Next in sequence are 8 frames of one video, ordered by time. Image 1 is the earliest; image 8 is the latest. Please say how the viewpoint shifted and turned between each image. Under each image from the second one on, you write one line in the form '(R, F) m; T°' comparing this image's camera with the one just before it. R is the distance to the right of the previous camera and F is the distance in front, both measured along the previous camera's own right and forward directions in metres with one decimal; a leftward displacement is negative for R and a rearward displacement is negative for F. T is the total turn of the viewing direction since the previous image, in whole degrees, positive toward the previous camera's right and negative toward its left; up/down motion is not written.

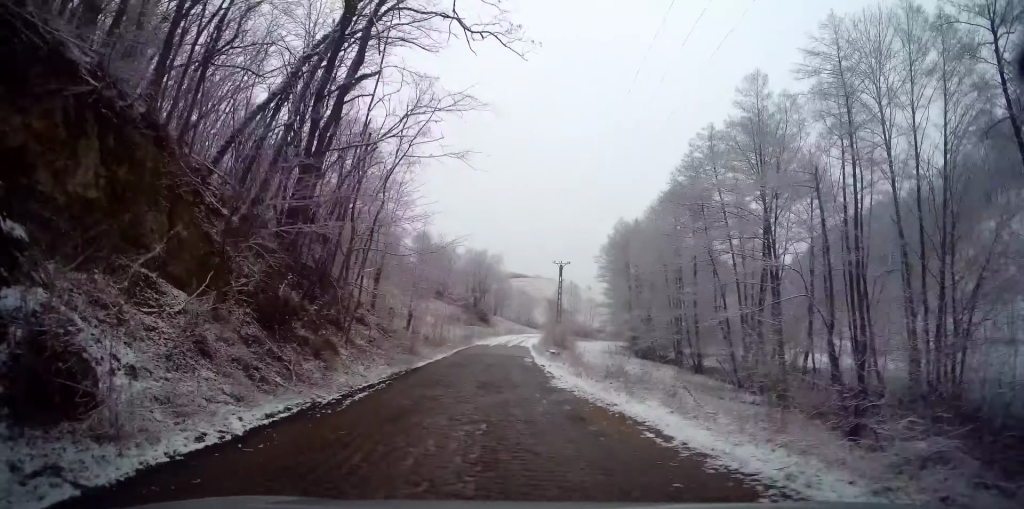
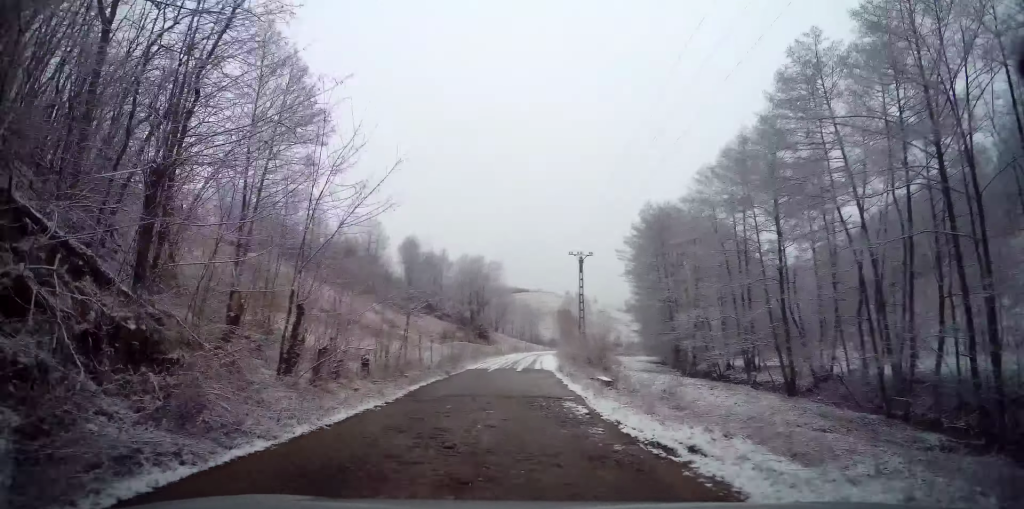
(-0.7, +16.7) m; -3°
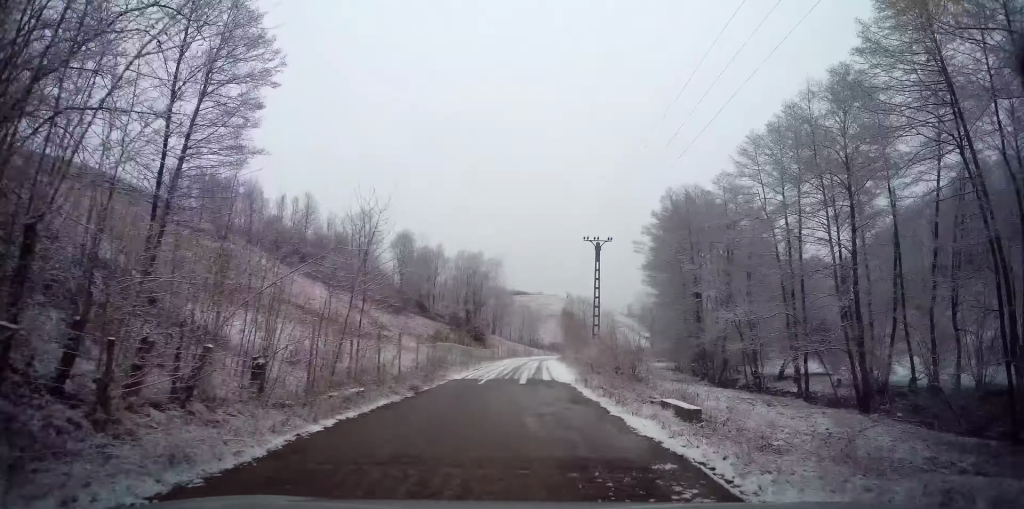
(0.0, +8.4) m; +1°
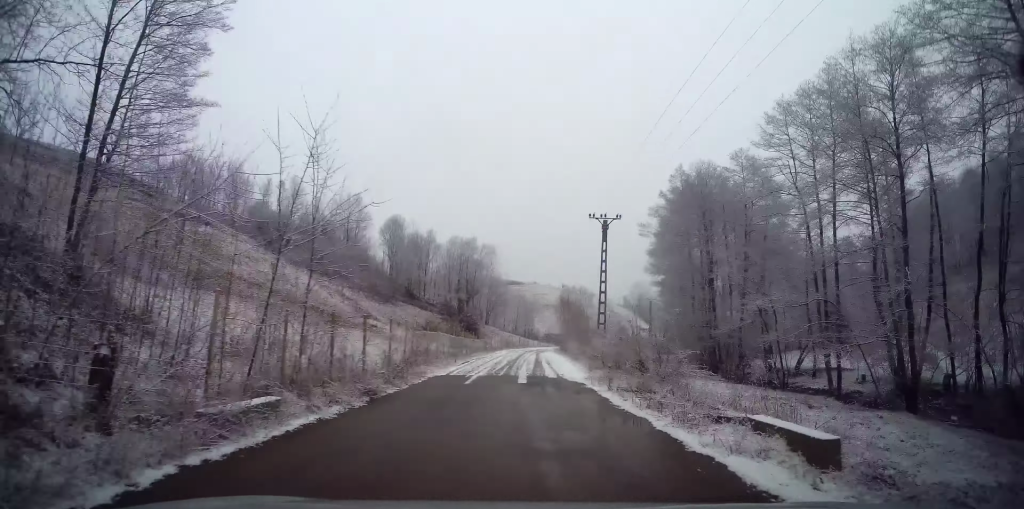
(+0.1, +4.6) m; +1°
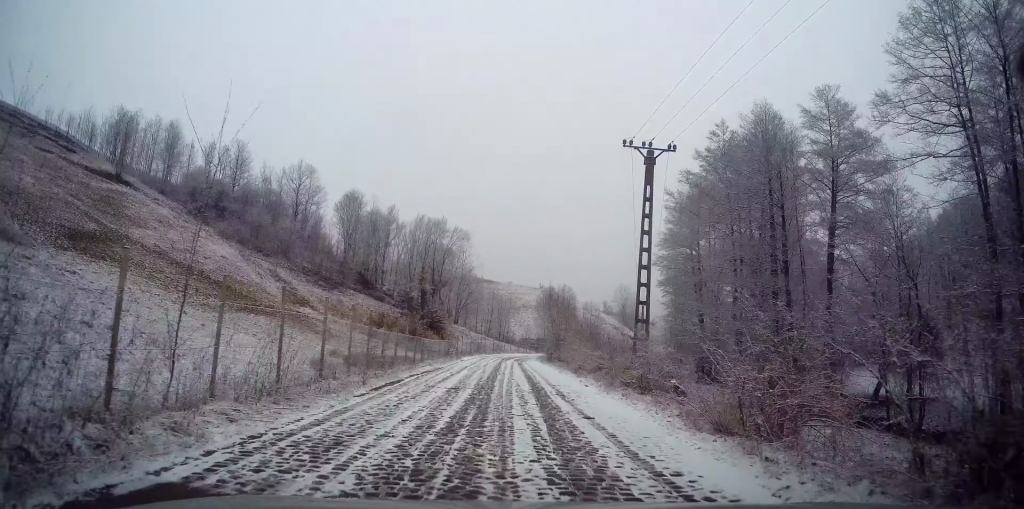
(+0.2, +15.4) m; +1°
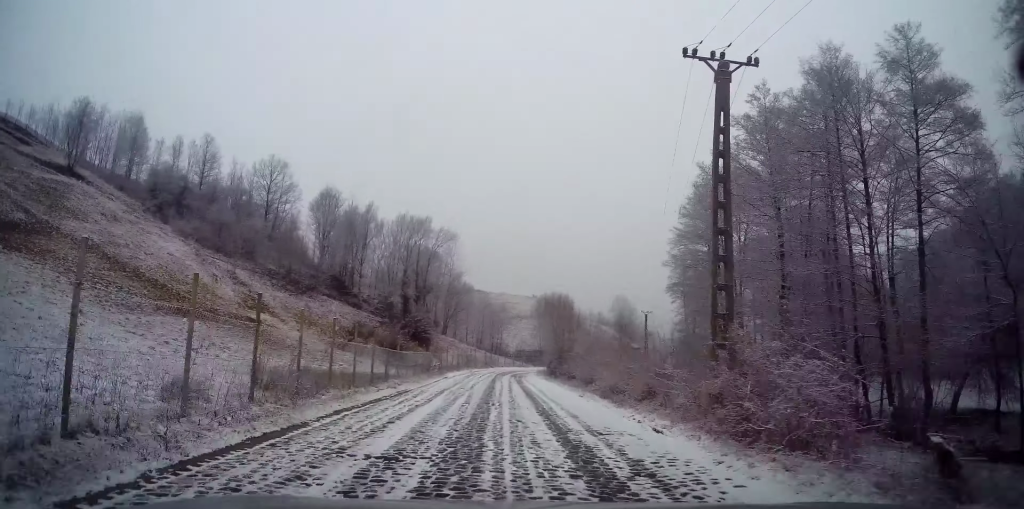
(0.0, +8.2) m; +2°
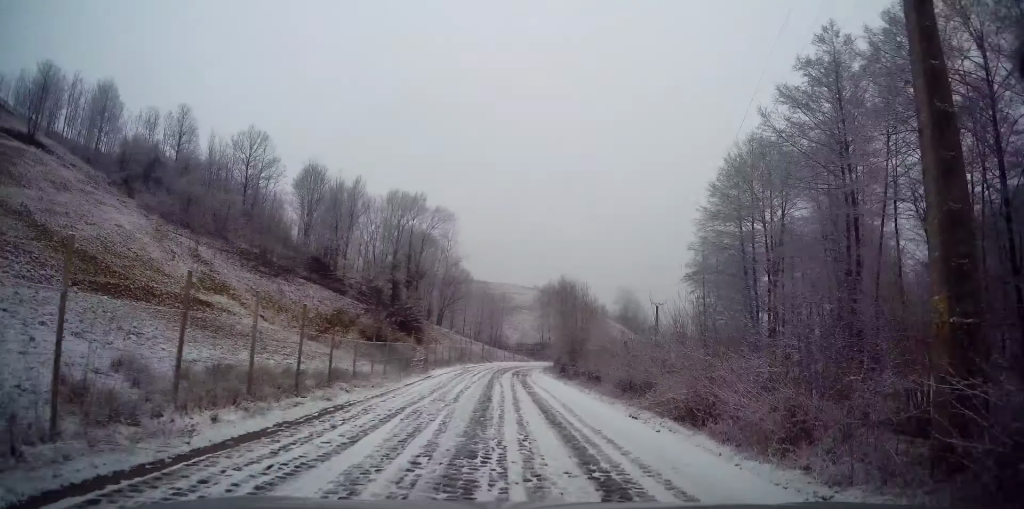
(+0.1, +7.4) m; +2°
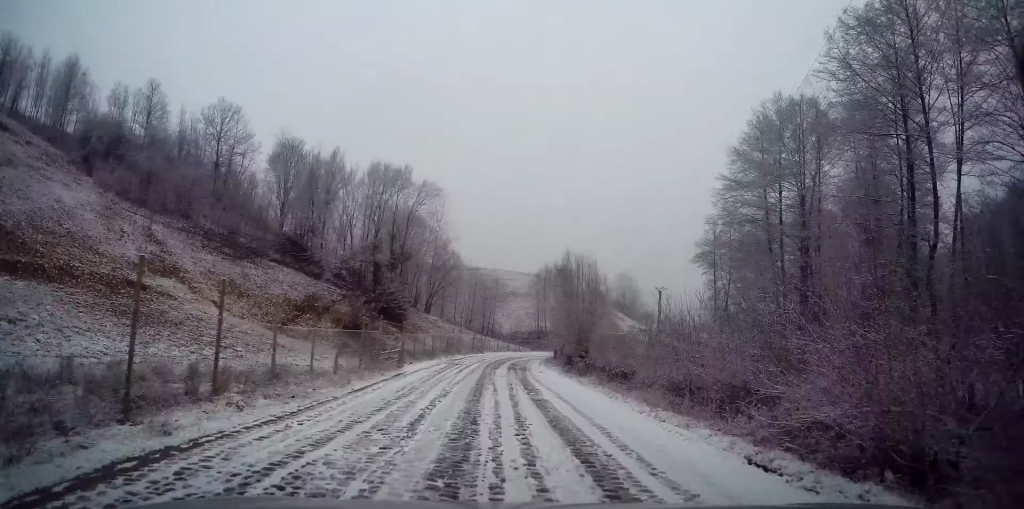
(+0.1, +6.0) m; +1°
